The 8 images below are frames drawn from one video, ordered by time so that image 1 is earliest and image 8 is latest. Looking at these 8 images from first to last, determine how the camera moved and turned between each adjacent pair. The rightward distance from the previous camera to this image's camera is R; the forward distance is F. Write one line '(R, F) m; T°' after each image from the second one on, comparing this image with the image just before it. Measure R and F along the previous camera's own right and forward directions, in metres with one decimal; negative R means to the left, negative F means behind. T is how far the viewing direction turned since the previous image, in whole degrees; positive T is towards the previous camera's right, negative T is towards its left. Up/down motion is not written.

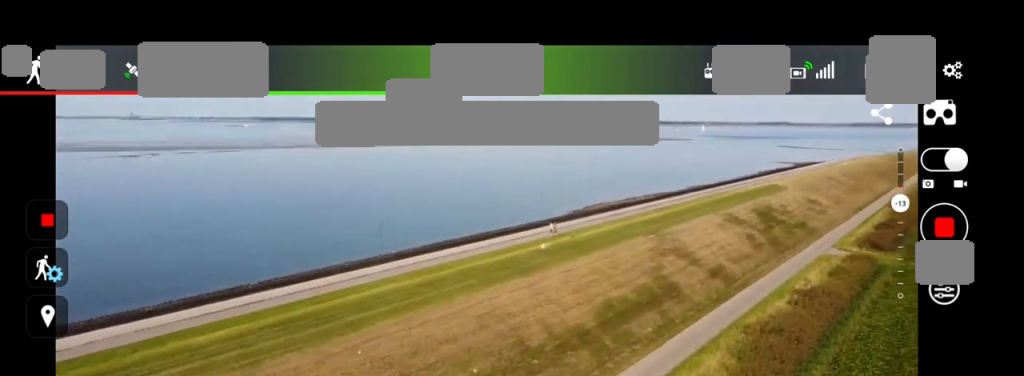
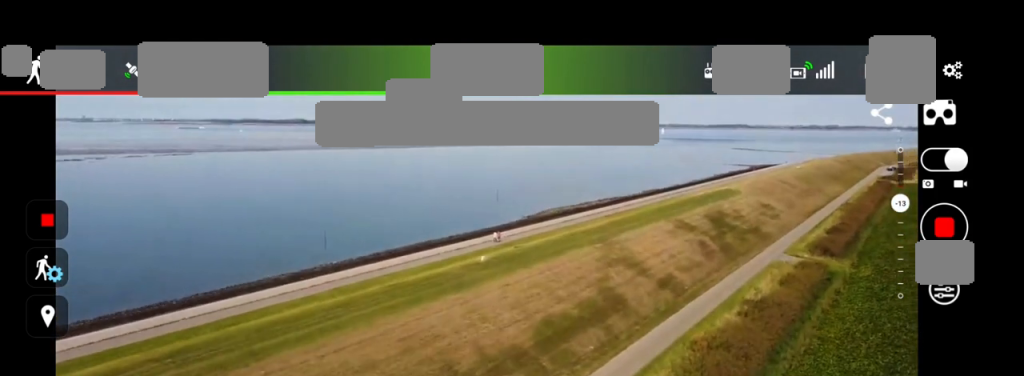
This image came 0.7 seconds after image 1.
(0.0, +5.4) m; 0°
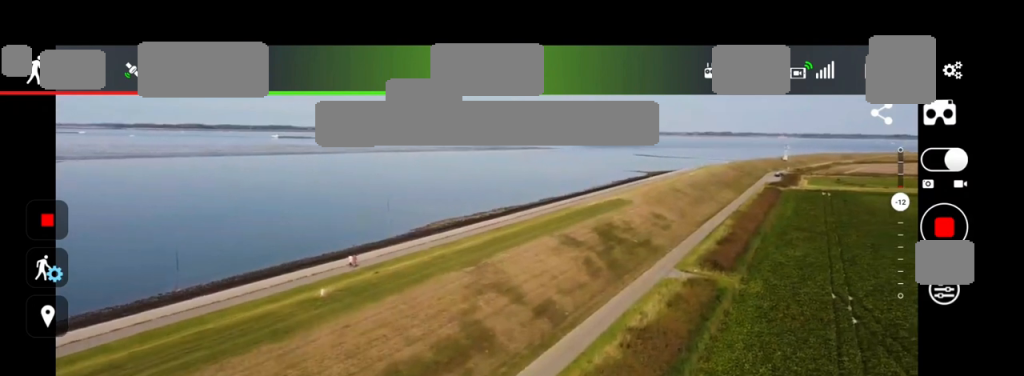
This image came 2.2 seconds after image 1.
(+0.1, +13.4) m; +1°
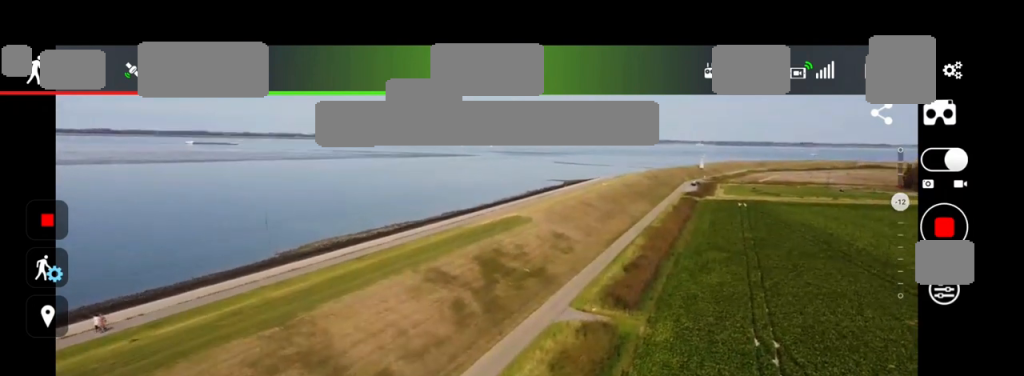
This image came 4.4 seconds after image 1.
(+0.2, +22.8) m; +1°
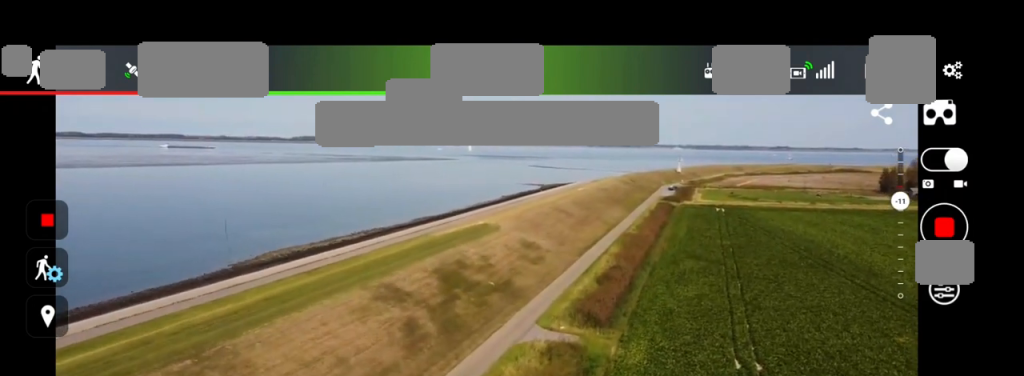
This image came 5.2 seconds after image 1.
(0.0, +8.7) m; 0°
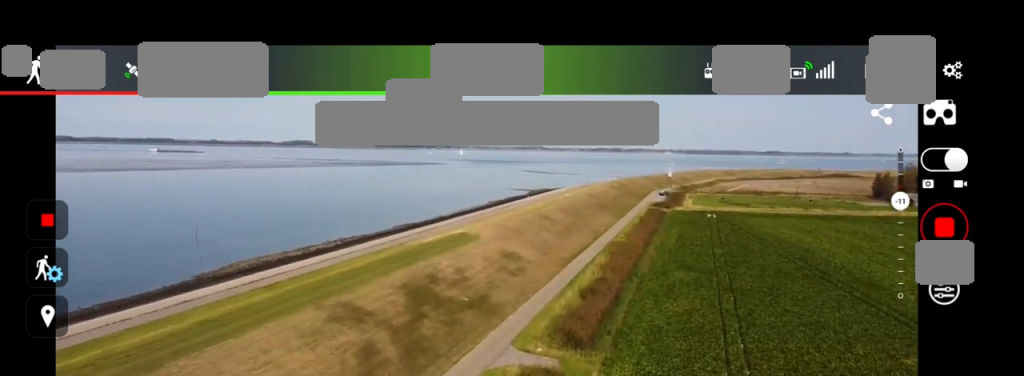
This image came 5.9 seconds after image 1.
(0.0, +8.0) m; 0°
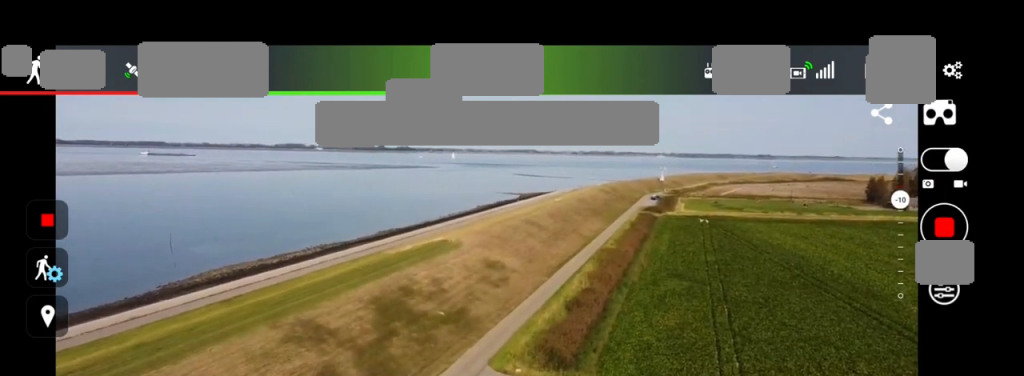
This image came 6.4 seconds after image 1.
(0.0, +6.0) m; 0°
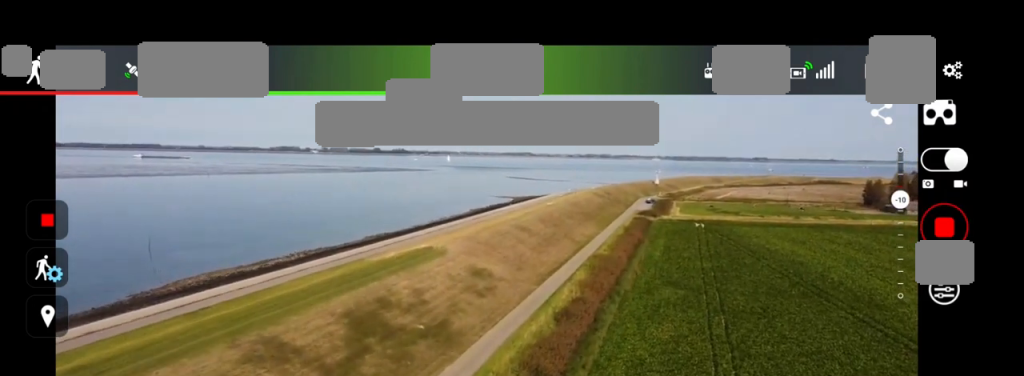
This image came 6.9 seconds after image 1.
(0.0, +5.5) m; 0°
